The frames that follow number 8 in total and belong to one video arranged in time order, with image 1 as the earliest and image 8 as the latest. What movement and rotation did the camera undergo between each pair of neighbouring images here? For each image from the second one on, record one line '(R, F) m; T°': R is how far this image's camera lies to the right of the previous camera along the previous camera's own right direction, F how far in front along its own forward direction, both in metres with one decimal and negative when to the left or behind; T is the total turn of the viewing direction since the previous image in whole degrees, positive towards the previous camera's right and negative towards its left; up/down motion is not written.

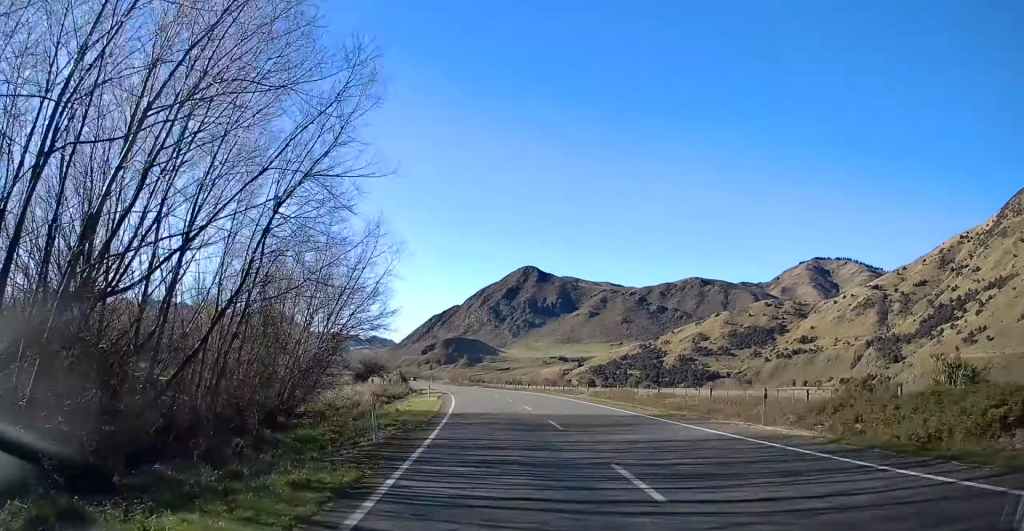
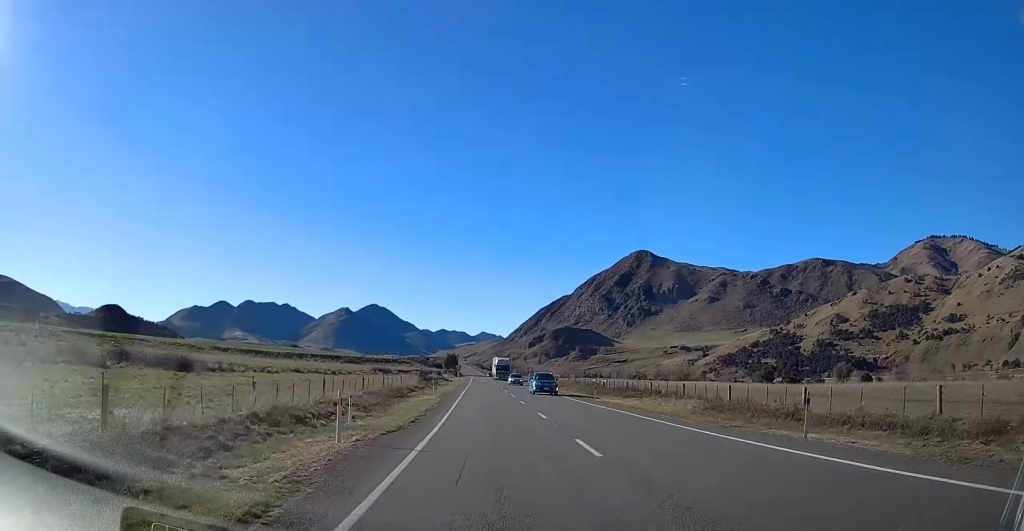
(-3.1, +85.8) m; -4°
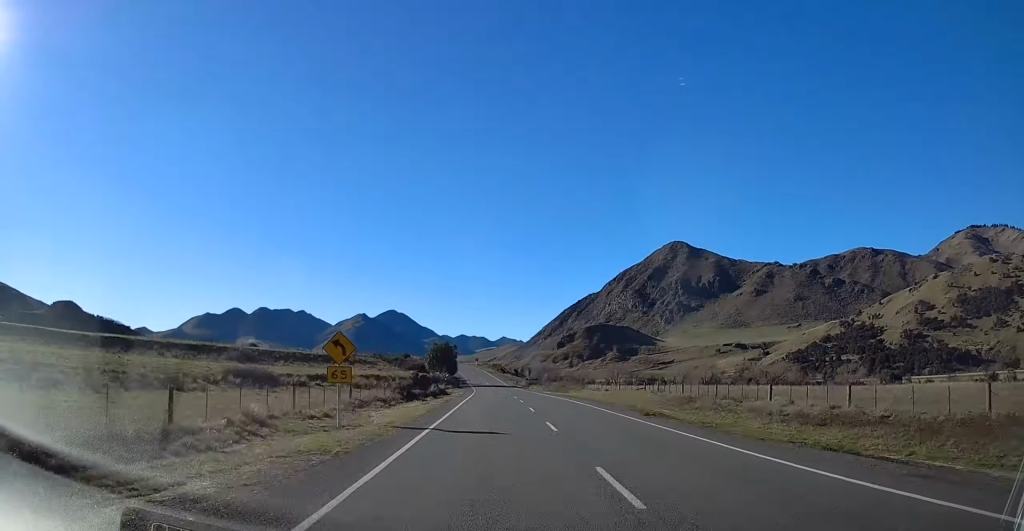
(-5.9, +113.8) m; -5°
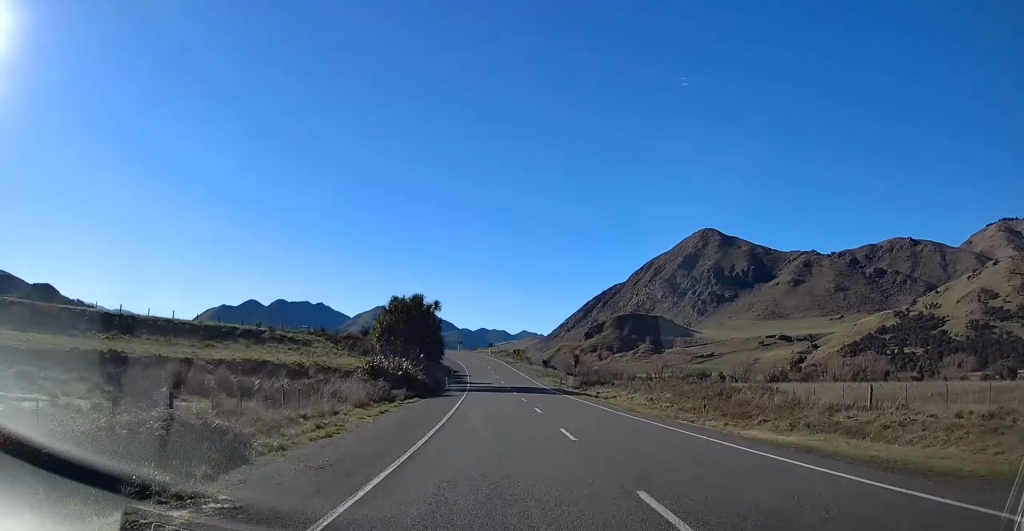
(-0.5, +60.4) m; -3°
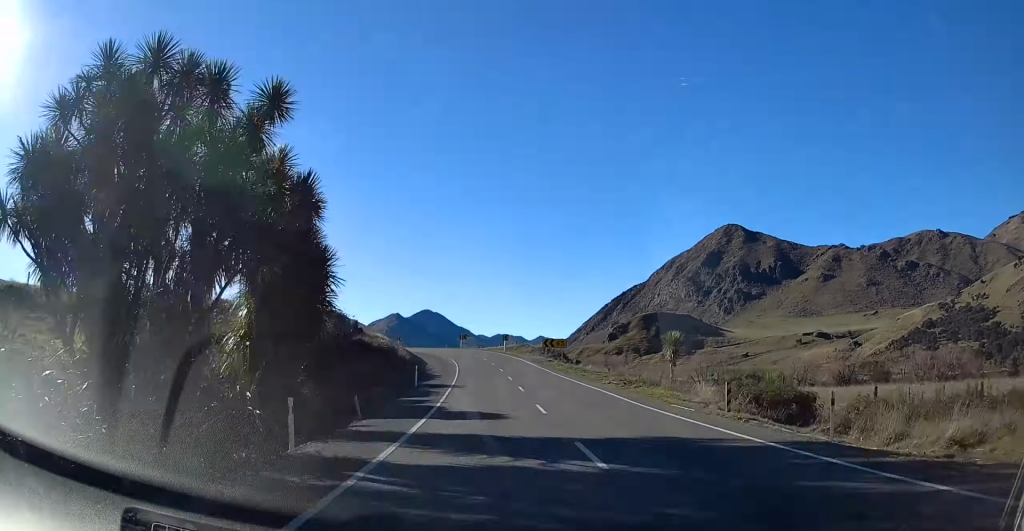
(-0.4, +43.7) m; -3°
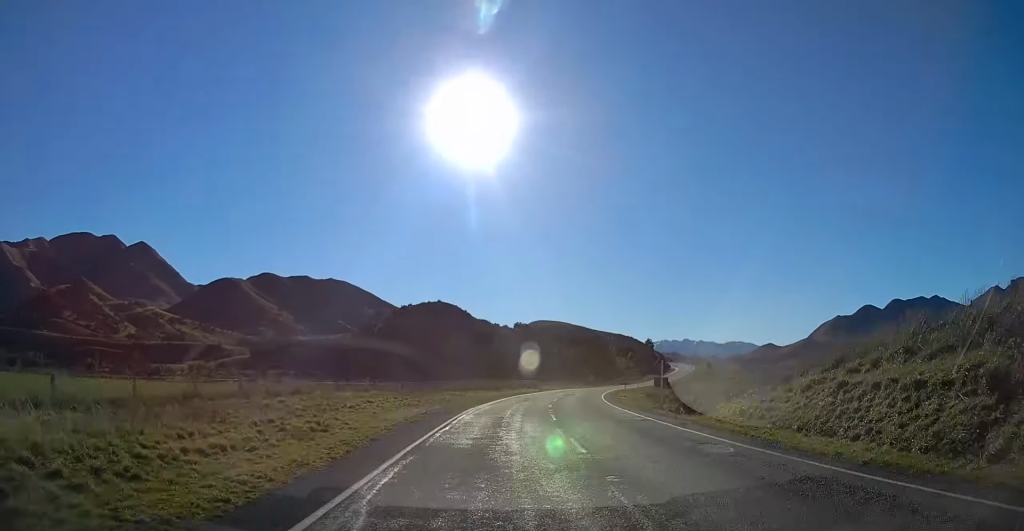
(-120.4, +247.6) m; -43°
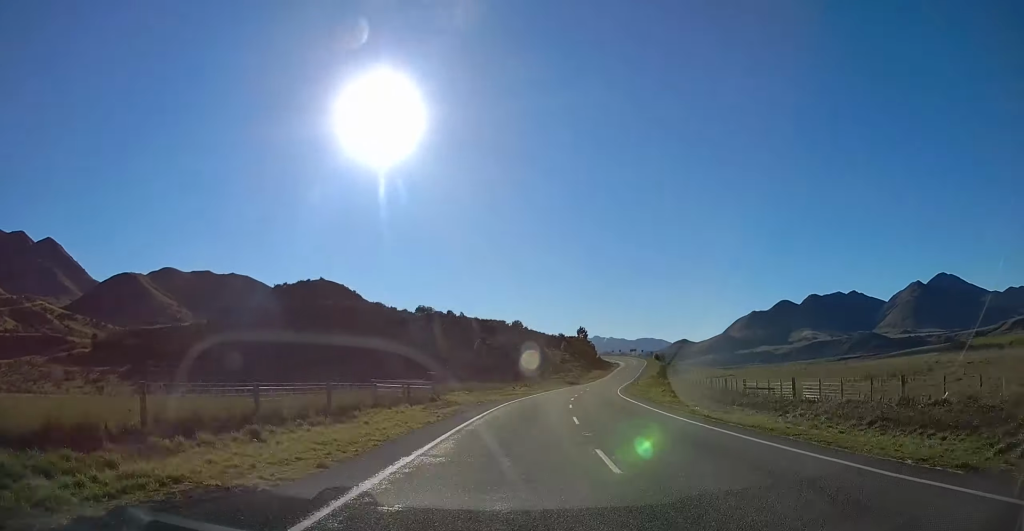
(+1.7, +53.4) m; +4°
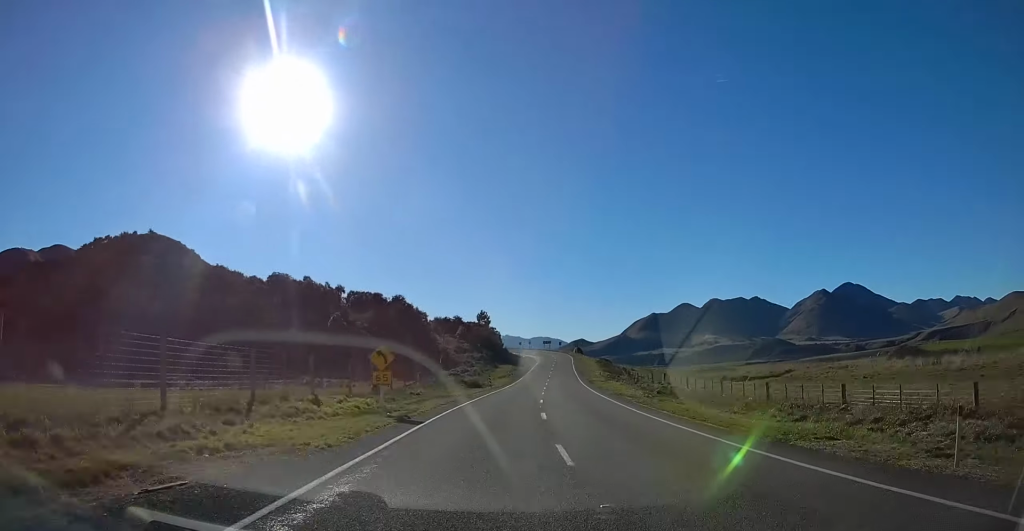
(+0.2, +47.6) m; +5°
